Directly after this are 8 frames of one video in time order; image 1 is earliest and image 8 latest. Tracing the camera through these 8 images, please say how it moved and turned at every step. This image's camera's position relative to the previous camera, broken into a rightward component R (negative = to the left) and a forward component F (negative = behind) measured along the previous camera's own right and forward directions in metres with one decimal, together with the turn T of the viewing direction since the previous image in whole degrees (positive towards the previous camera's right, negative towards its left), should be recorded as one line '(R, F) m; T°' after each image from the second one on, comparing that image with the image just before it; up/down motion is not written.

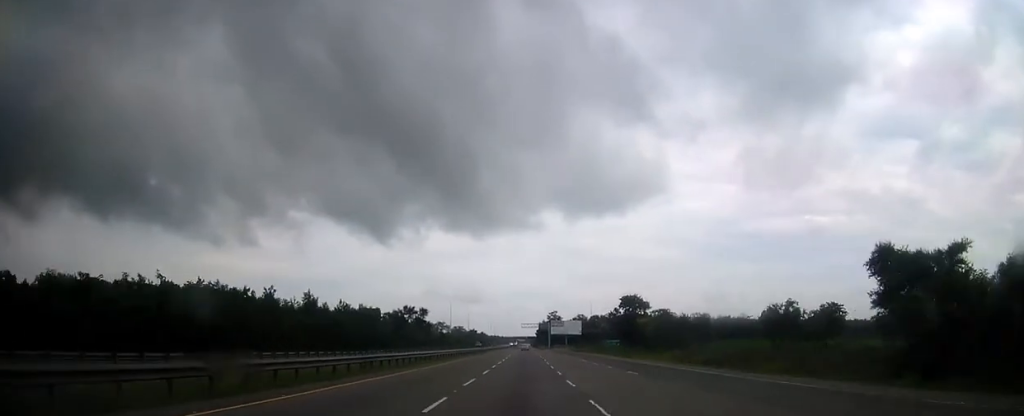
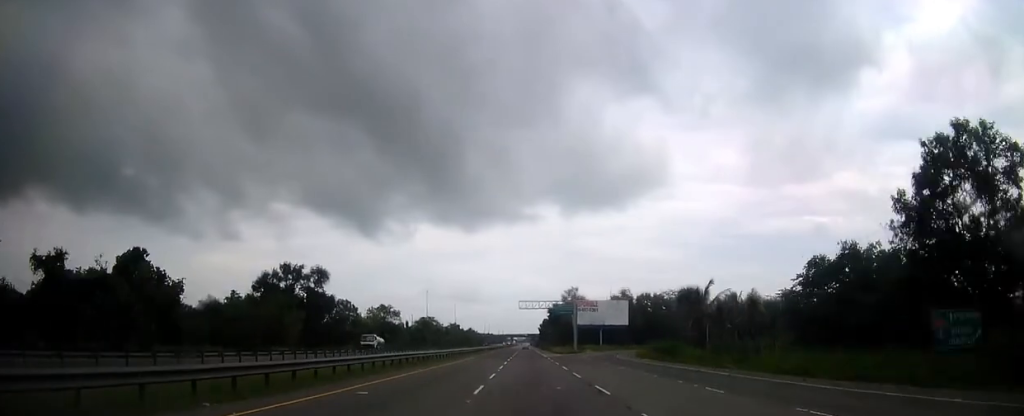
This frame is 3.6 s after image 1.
(-0.1, +101.5) m; 0°
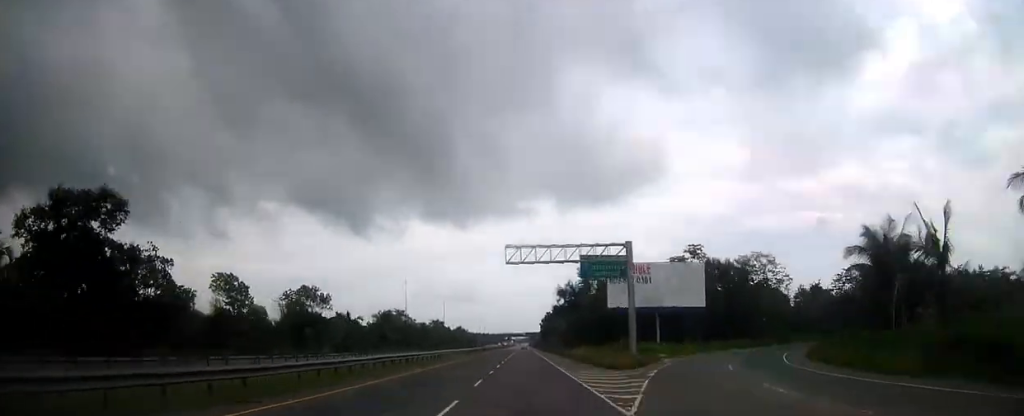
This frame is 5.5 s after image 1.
(+0.1, +53.6) m; 0°
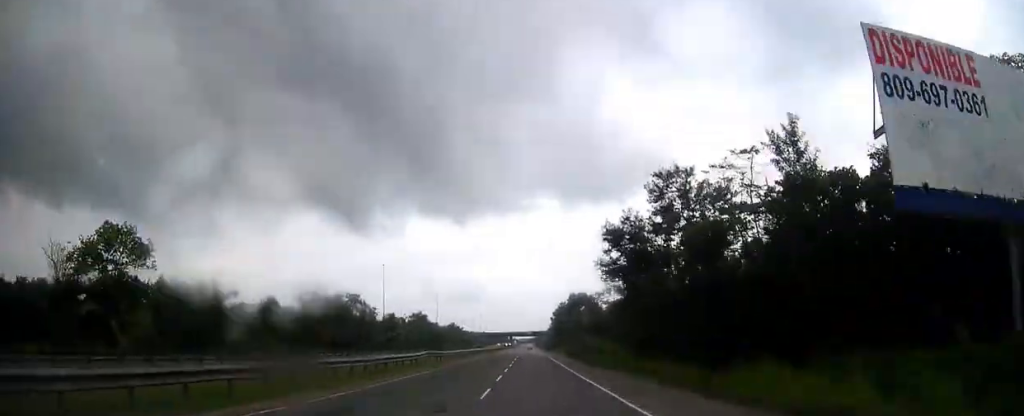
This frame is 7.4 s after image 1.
(+0.1, +54.1) m; 0°
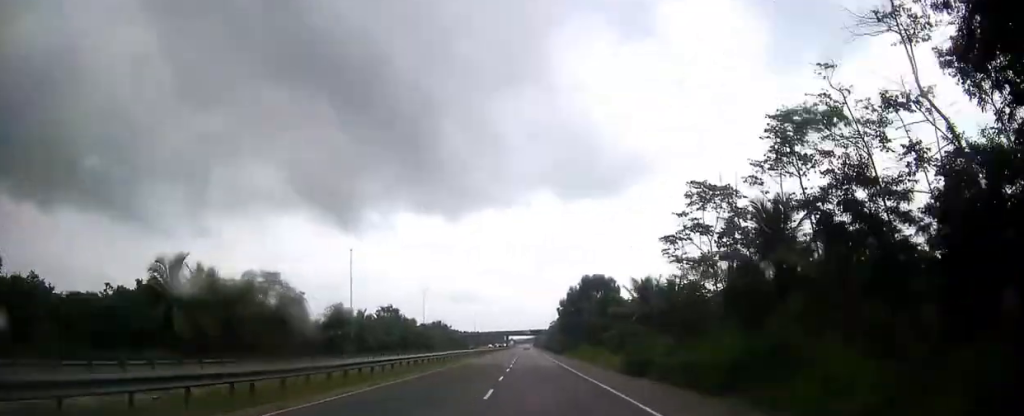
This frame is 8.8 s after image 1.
(0.0, +39.6) m; 0°
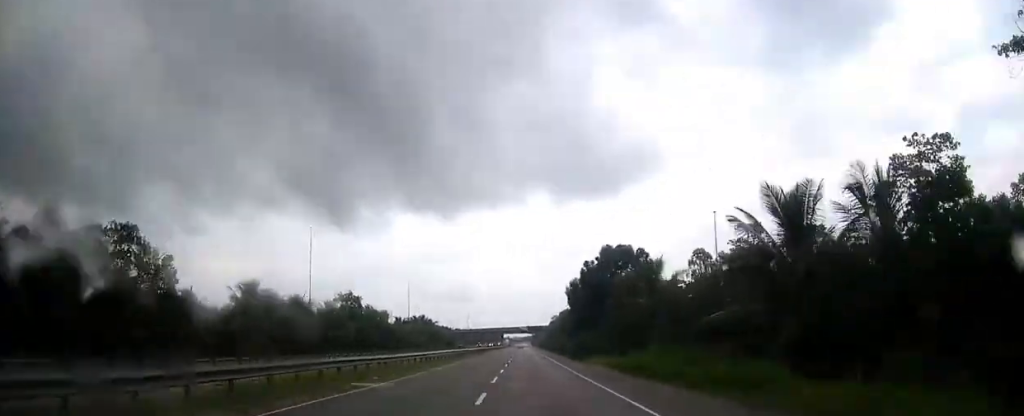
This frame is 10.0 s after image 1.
(0.0, +34.0) m; 0°
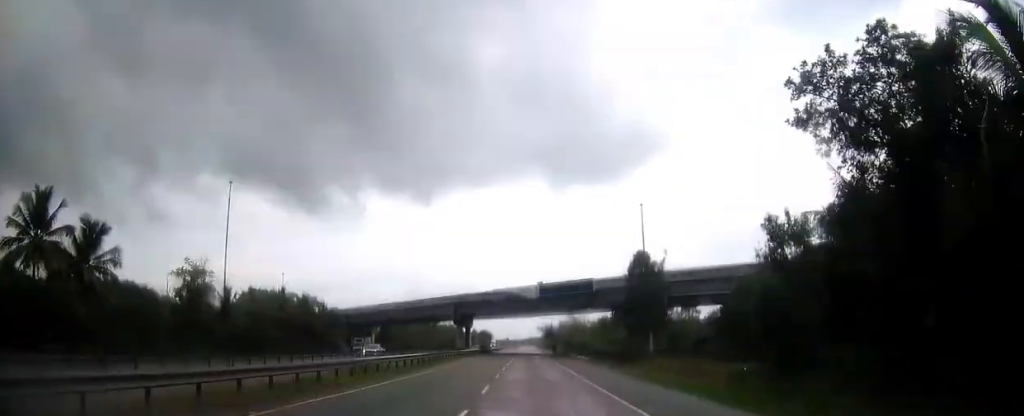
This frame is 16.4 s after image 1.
(+0.7, +183.1) m; 0°
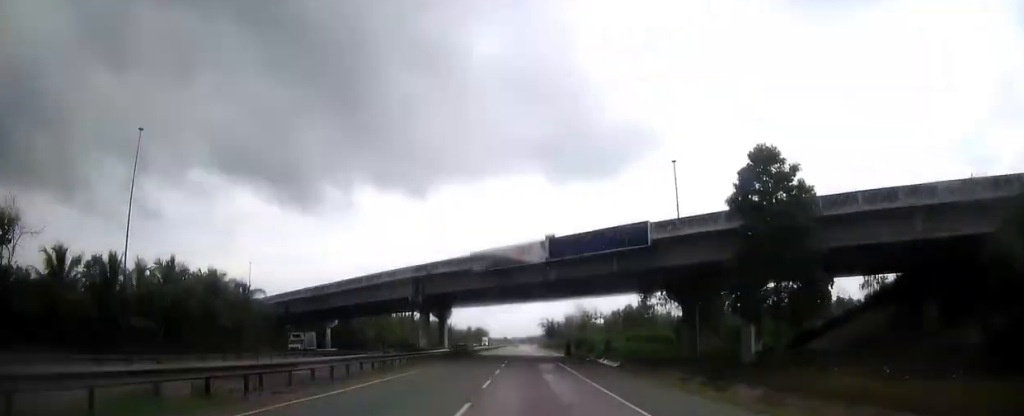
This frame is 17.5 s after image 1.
(-0.1, +31.7) m; 0°
